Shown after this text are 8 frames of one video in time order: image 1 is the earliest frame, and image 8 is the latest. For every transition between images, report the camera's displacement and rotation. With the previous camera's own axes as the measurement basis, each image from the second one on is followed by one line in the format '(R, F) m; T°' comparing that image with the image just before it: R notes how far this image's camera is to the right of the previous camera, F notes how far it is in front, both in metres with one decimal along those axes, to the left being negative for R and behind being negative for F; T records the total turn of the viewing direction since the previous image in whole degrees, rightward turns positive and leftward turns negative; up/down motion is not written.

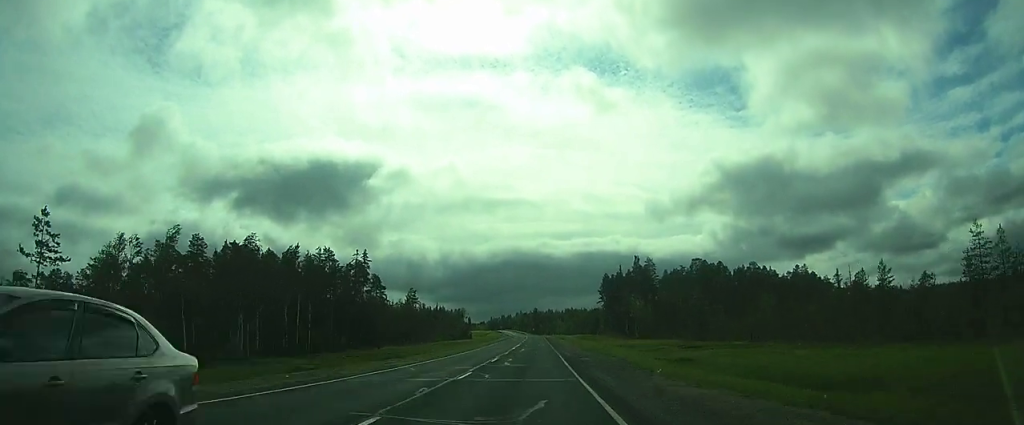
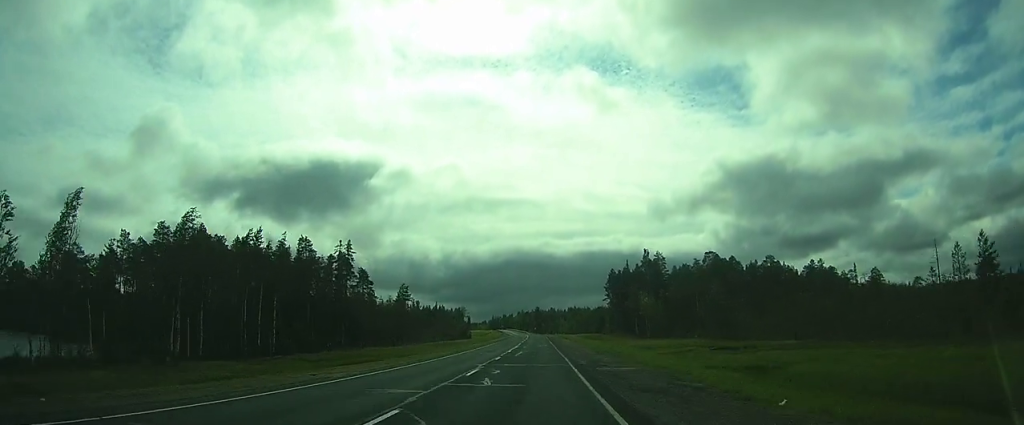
(0.0, +10.5) m; 0°
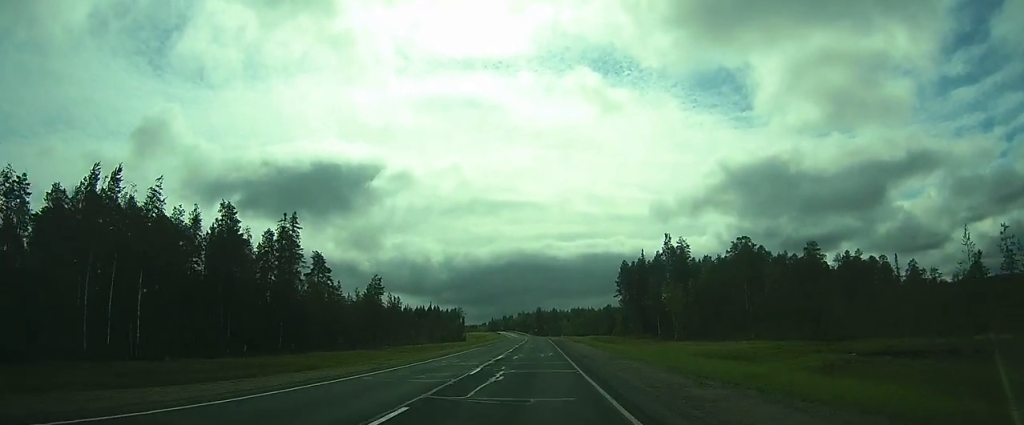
(-0.1, +23.3) m; 0°
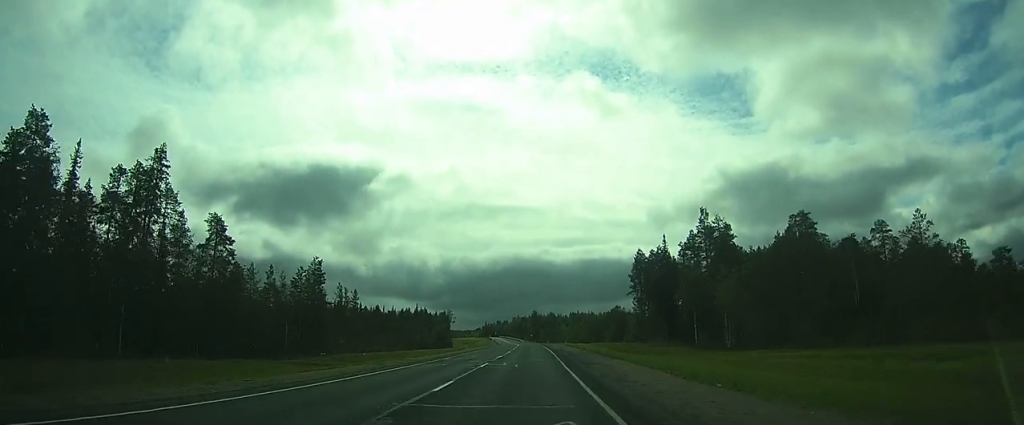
(0.0, +28.5) m; 0°
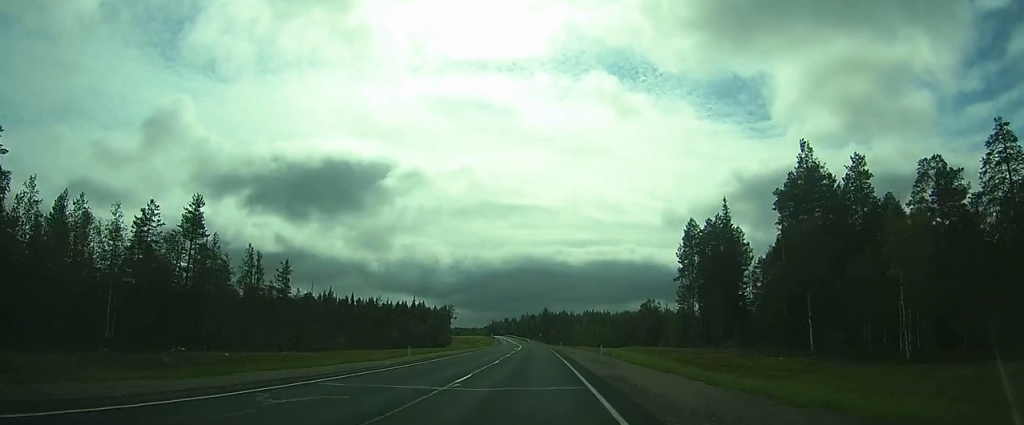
(-0.1, +33.0) m; 0°
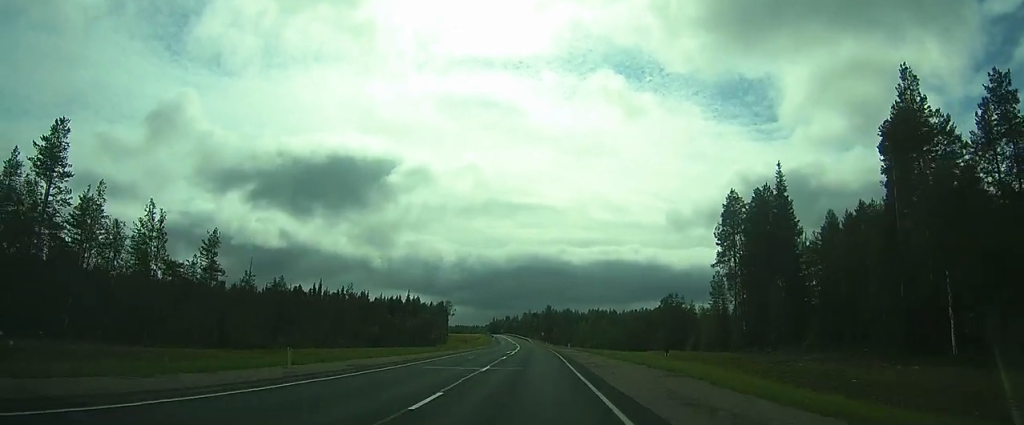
(+0.1, +18.0) m; +1°
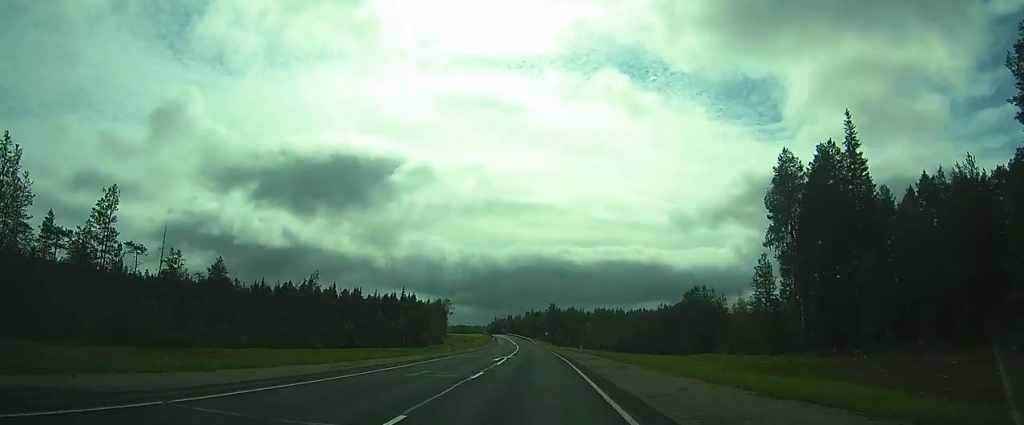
(+0.2, +15.7) m; +1°
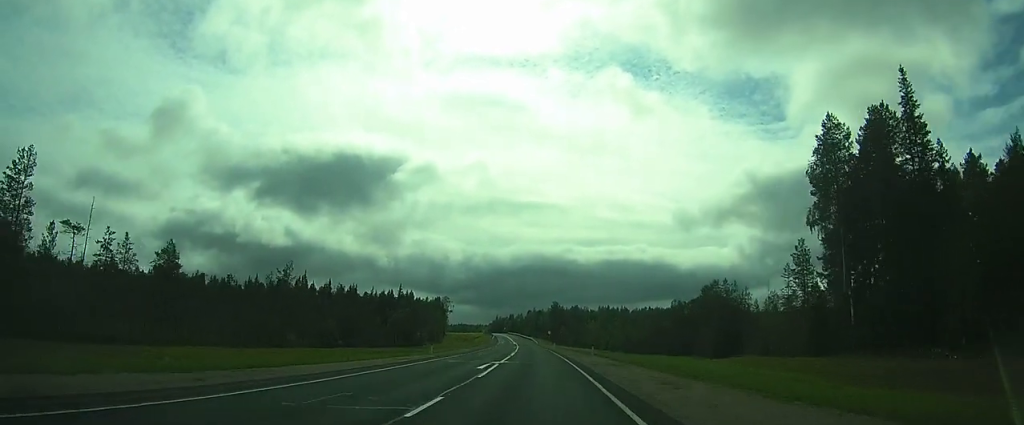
(+0.3, +9.0) m; -1°
